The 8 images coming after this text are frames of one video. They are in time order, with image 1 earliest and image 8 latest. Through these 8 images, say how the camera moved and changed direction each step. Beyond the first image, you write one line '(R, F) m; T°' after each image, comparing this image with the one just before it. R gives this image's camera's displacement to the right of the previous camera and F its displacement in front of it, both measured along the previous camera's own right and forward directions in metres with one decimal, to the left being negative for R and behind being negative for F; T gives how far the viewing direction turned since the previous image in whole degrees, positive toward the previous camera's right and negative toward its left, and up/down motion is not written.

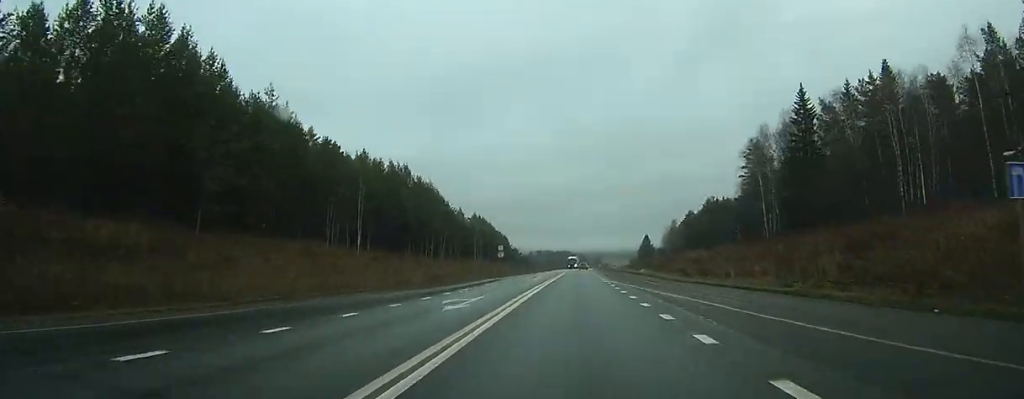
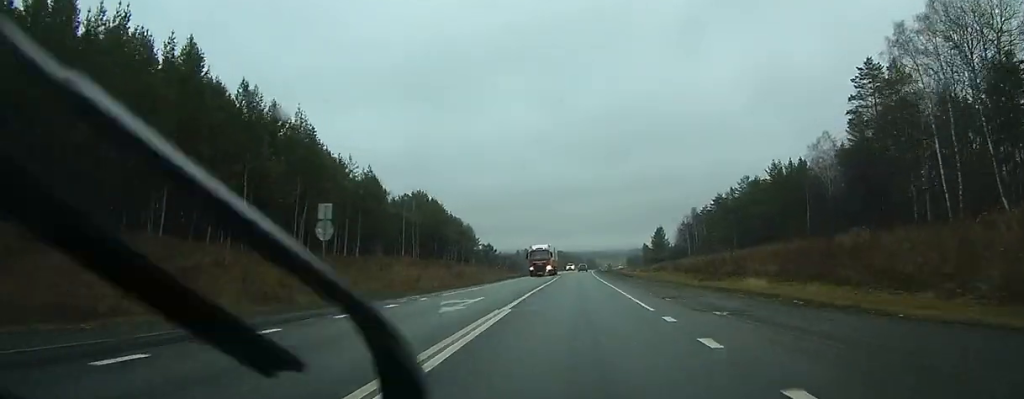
(+0.5, +59.7) m; +1°
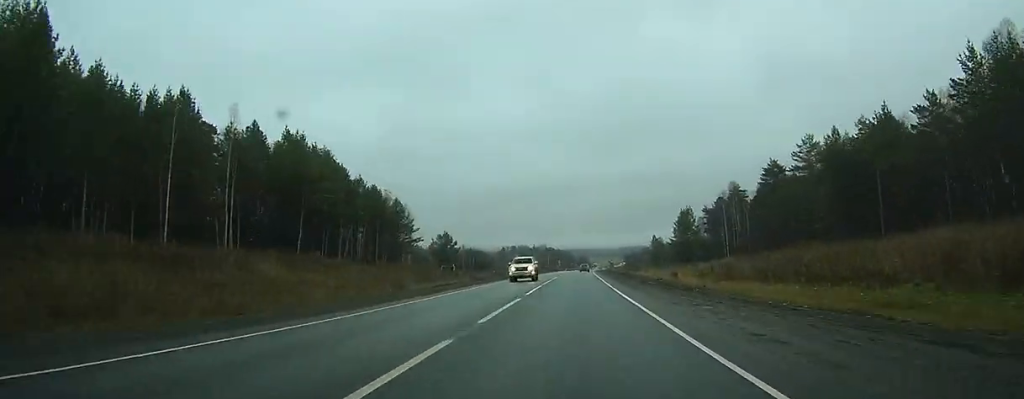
(+0.4, +57.1) m; +1°
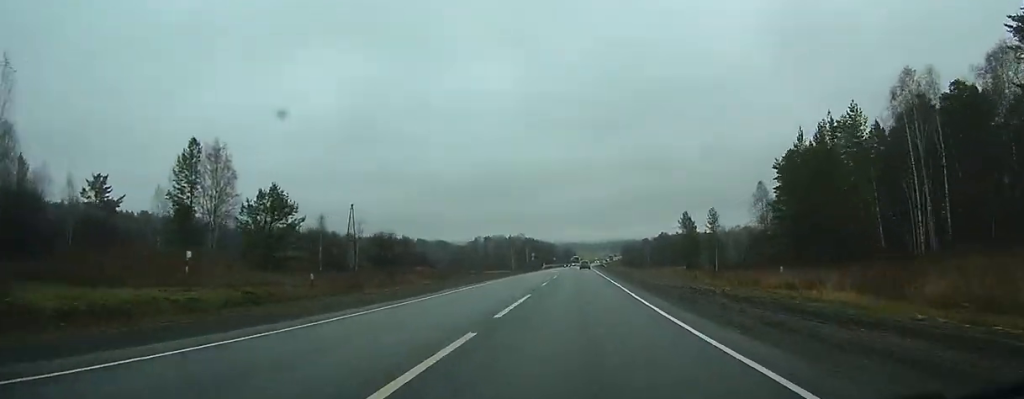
(+1.0, +82.4) m; +2°
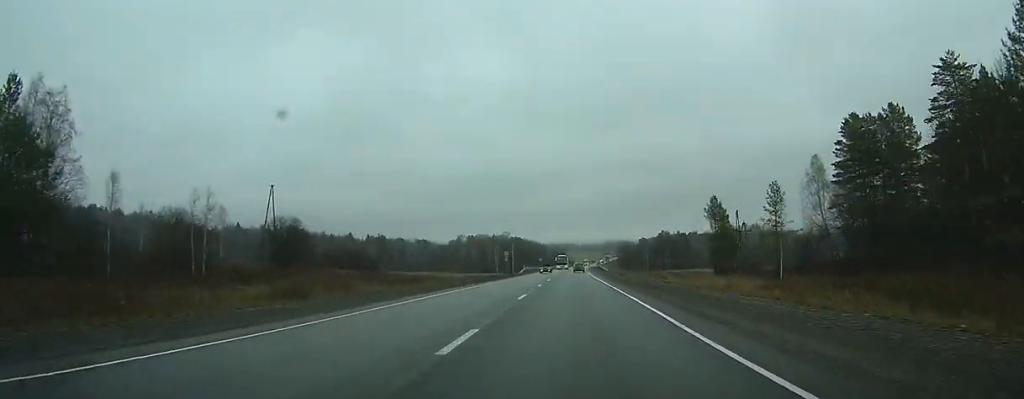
(+0.3, +35.4) m; +1°
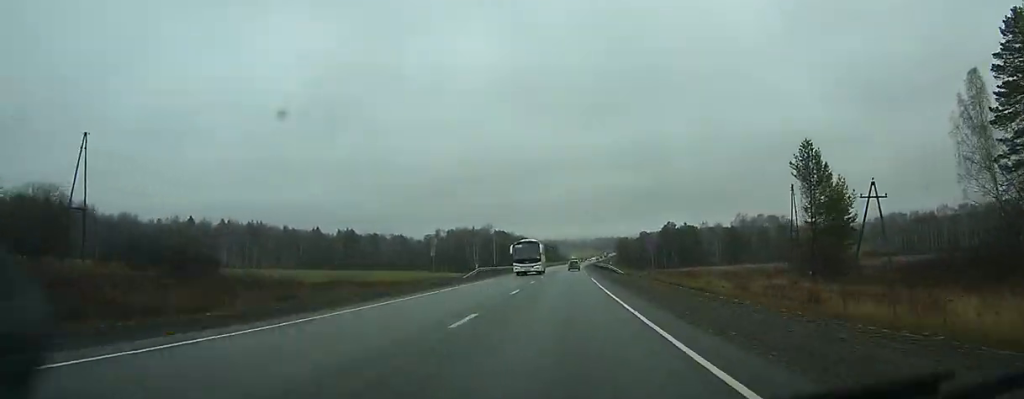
(+0.2, +44.7) m; +1°
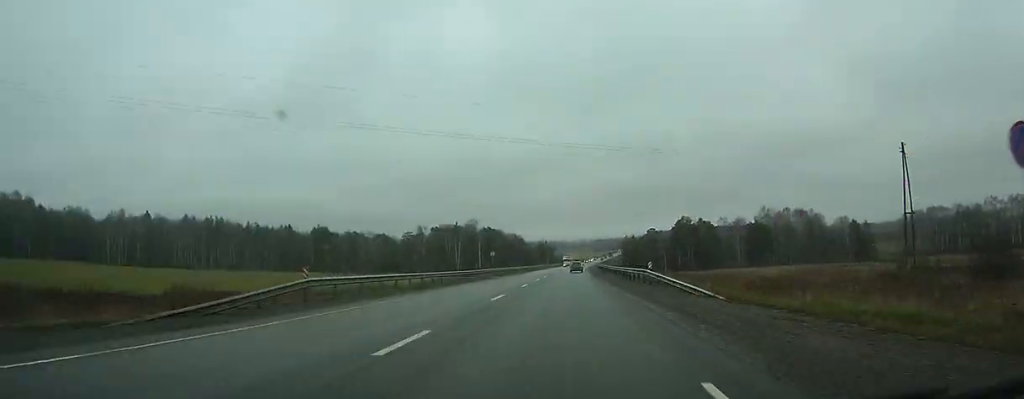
(+0.2, +39.6) m; 0°
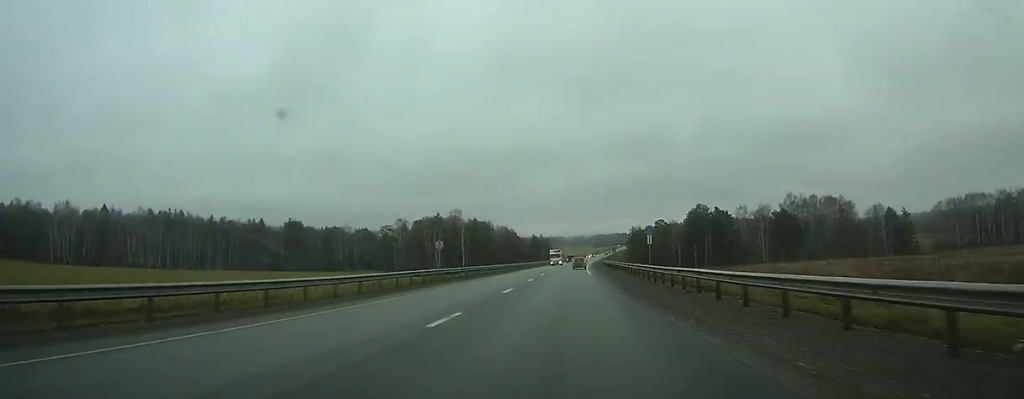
(+0.2, +32.6) m; 0°
